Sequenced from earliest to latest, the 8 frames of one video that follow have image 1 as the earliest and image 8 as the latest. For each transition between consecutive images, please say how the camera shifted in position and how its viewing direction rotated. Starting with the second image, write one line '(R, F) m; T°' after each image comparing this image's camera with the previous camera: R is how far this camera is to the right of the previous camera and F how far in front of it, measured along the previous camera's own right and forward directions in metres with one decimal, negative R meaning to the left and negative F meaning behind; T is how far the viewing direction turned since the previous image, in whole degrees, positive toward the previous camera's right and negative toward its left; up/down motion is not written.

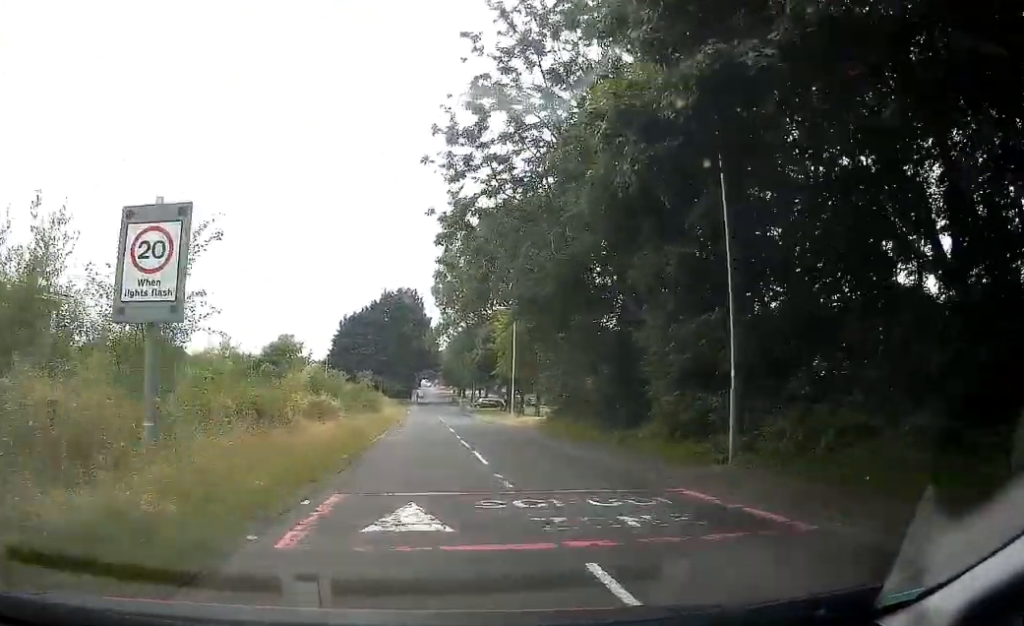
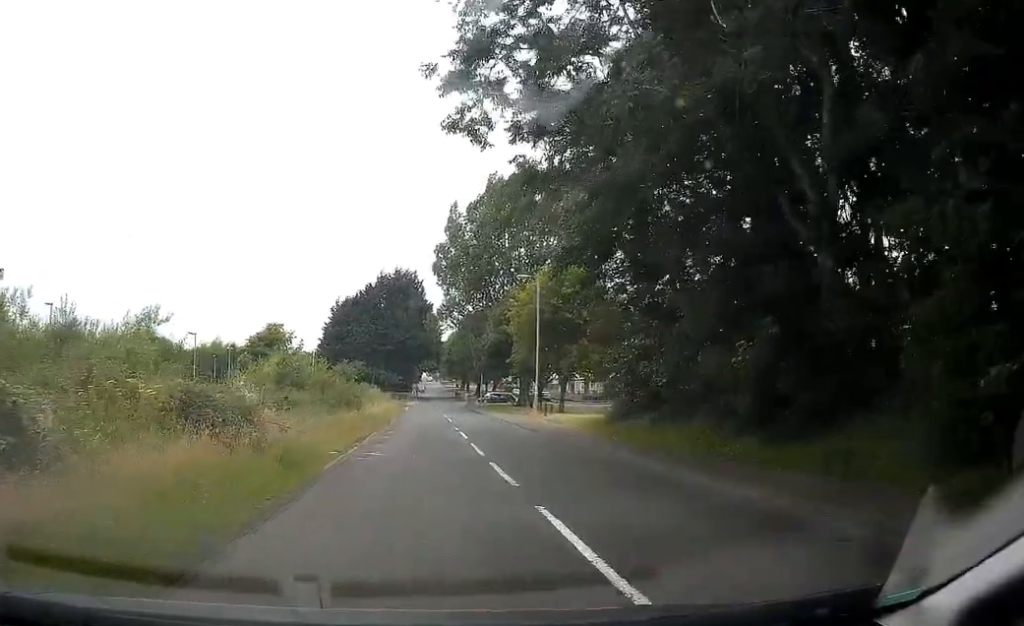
(+0.1, +11.1) m; +1°
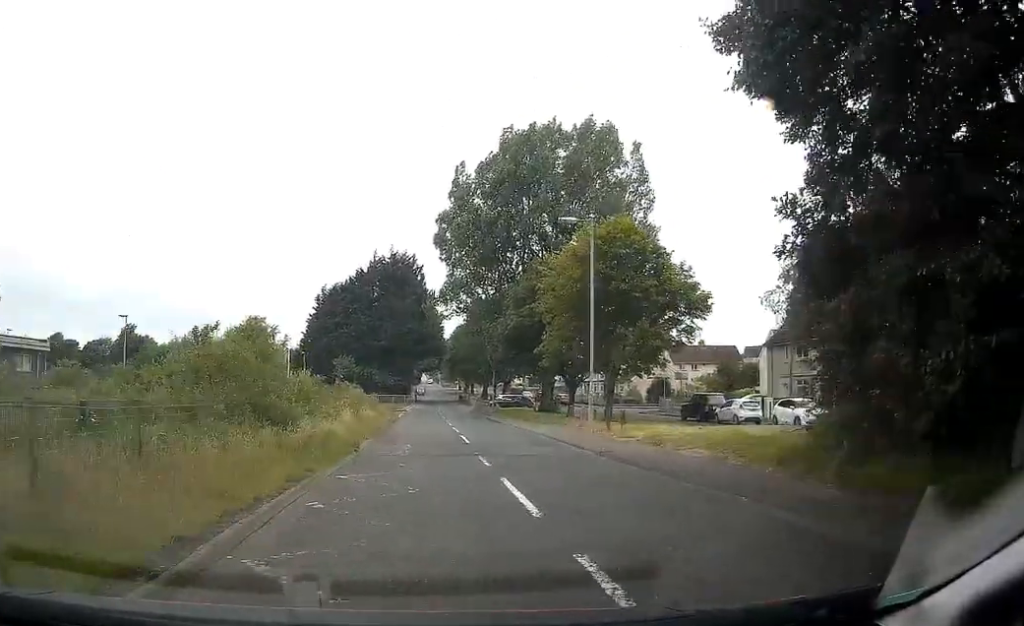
(+0.3, +13.9) m; +3°
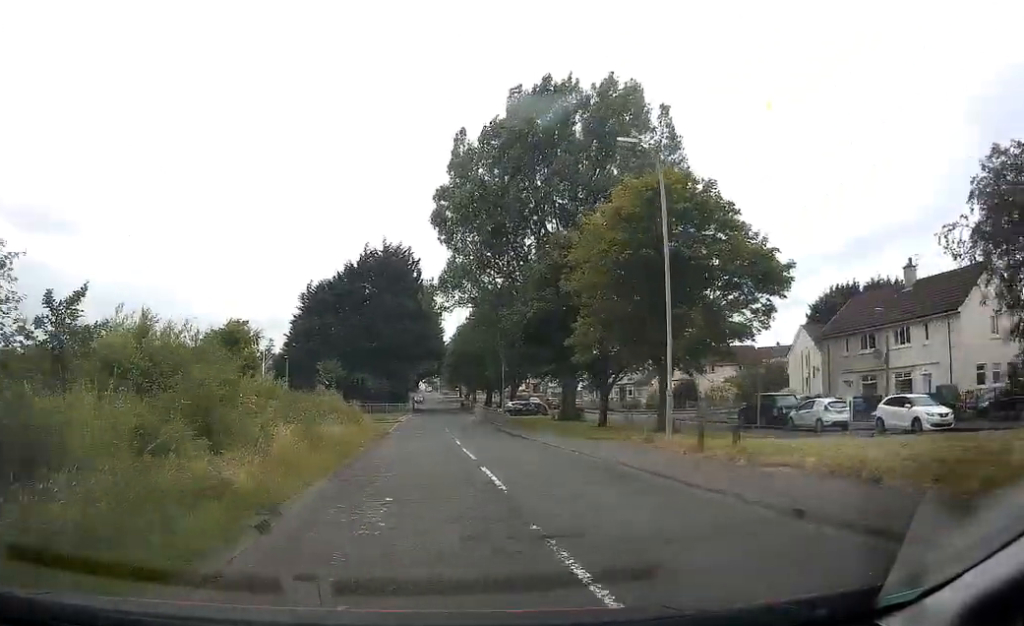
(0.0, +9.7) m; -4°
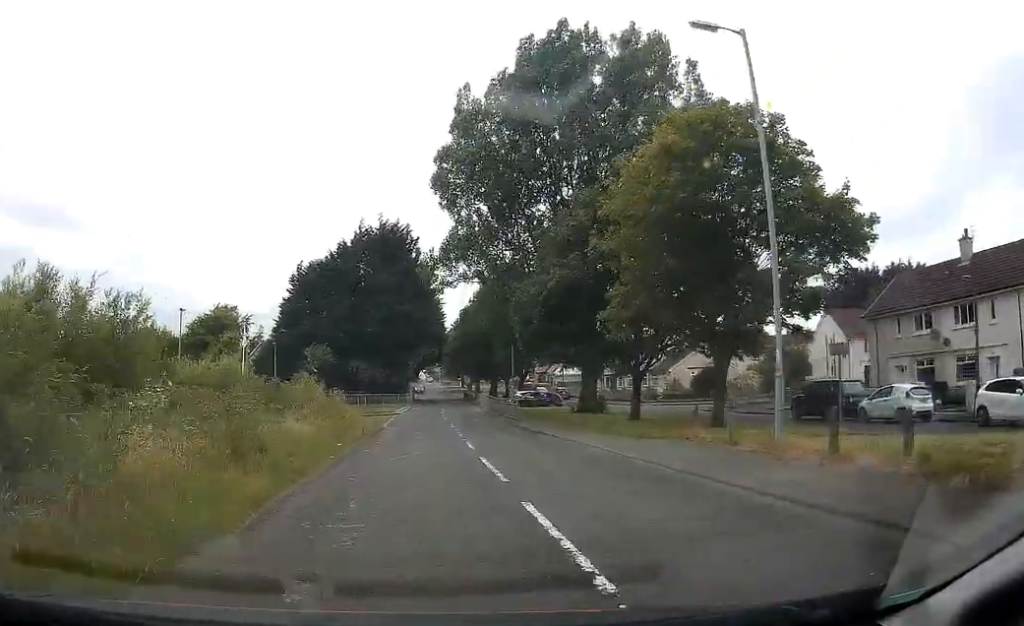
(-0.4, +6.0) m; -2°
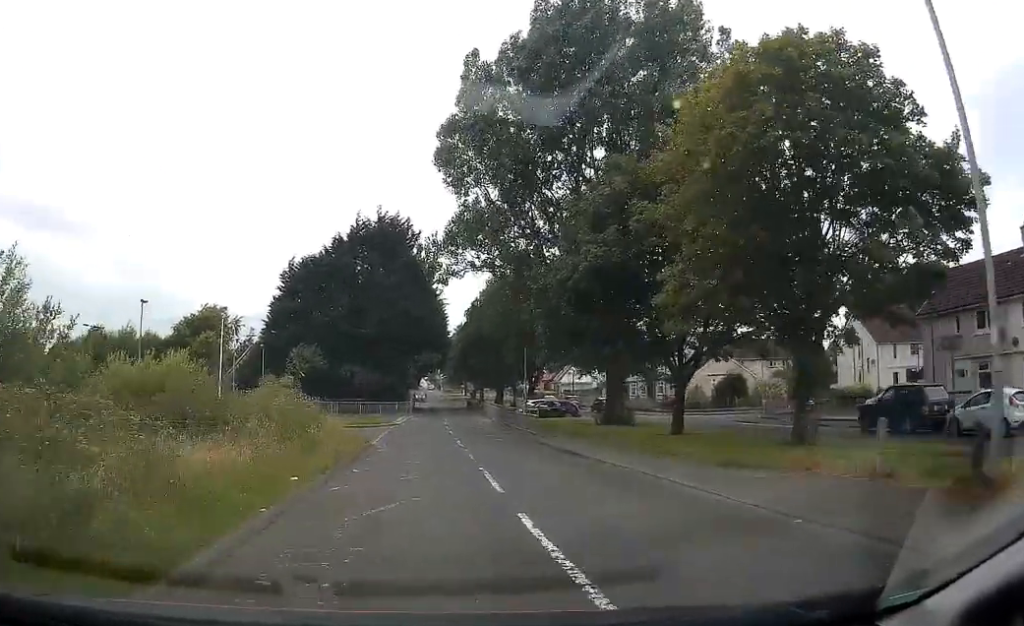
(-0.1, +6.1) m; -1°
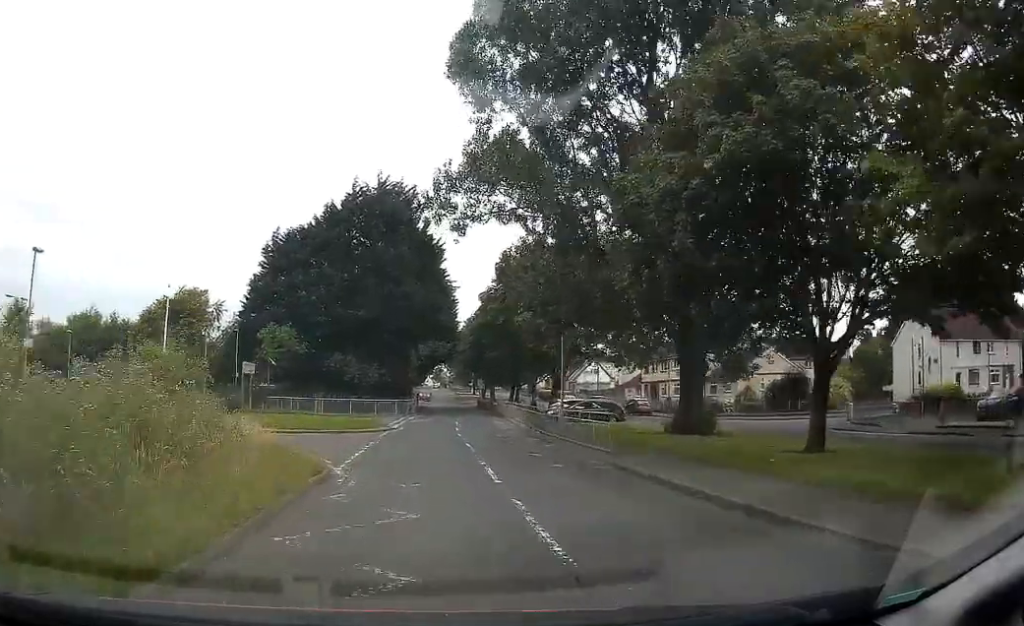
(+0.2, +11.1) m; +3°
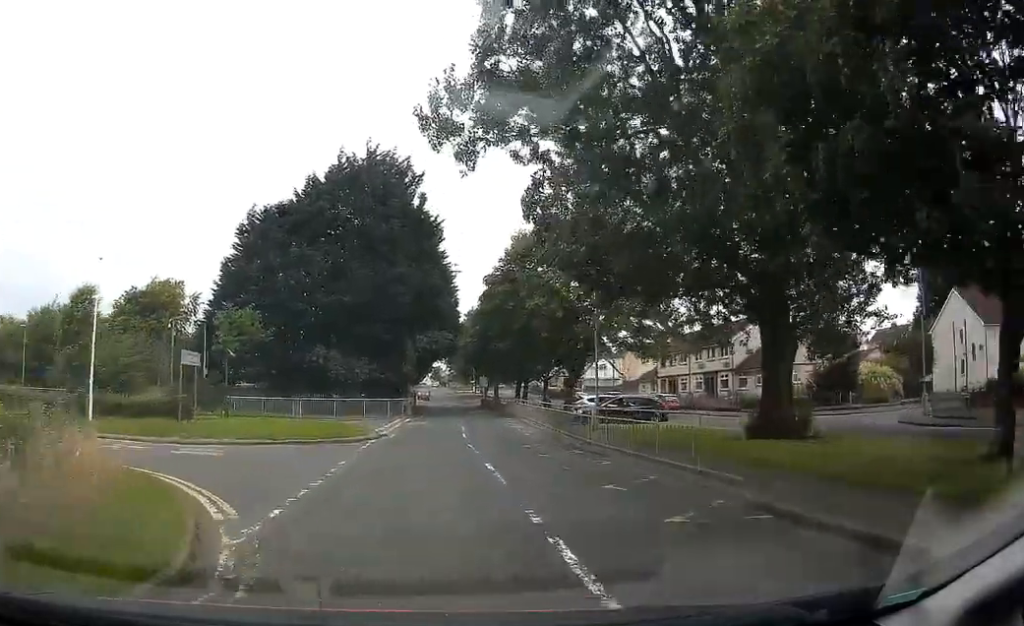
(+0.1, +7.8) m; +2°
